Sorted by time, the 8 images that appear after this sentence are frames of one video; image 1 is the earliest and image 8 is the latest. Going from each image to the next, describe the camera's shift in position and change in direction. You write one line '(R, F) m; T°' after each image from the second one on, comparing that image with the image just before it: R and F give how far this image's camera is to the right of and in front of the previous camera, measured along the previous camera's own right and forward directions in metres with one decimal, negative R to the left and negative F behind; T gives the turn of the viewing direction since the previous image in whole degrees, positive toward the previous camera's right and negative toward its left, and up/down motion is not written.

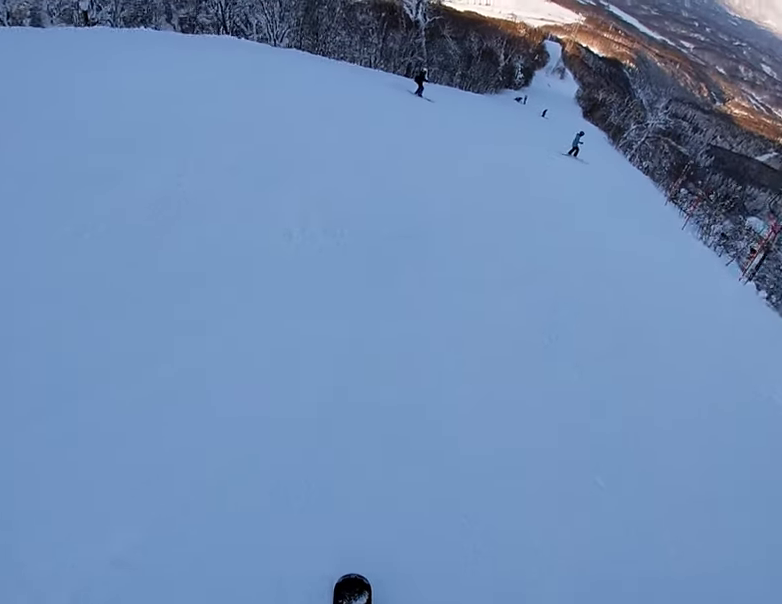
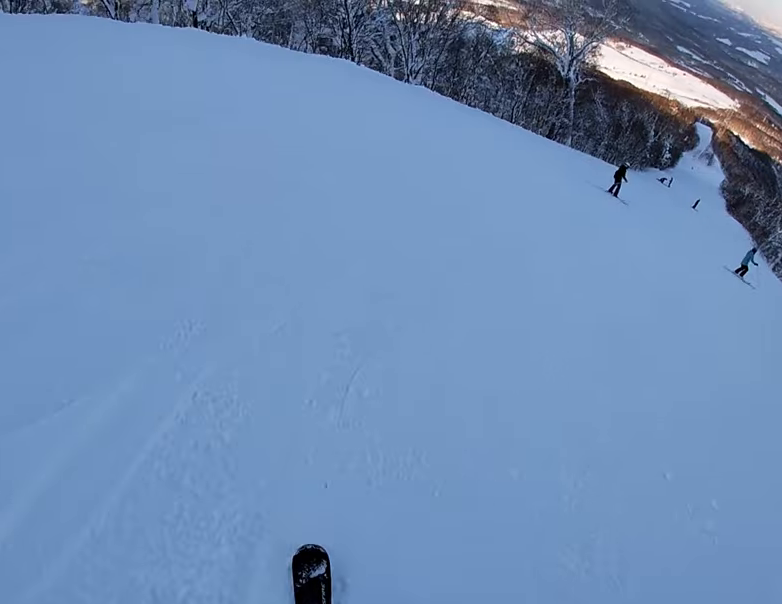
(+0.1, +3.4) m; -13°
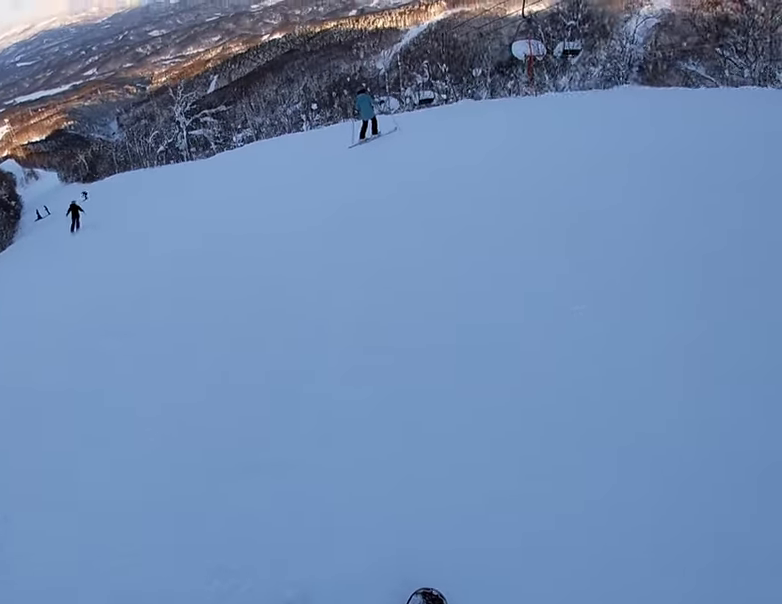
(+2.6, +12.0) m; +51°
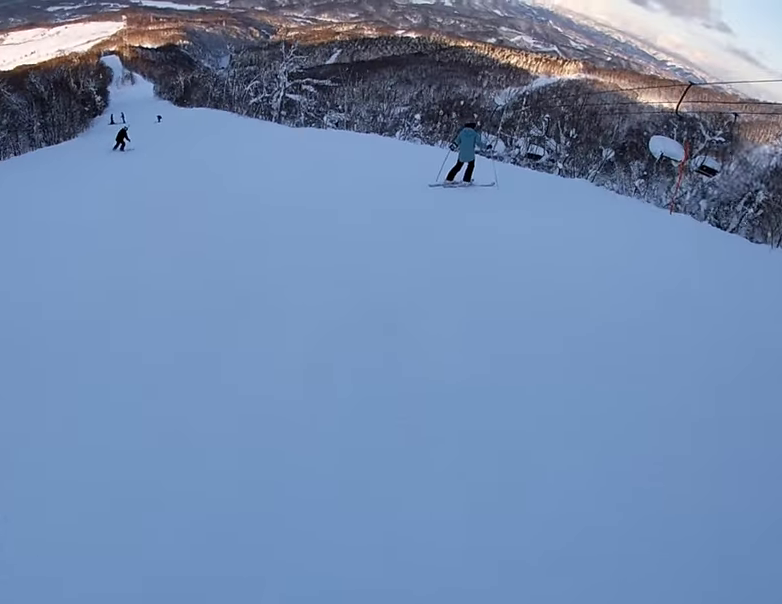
(+0.2, +3.3) m; -7°
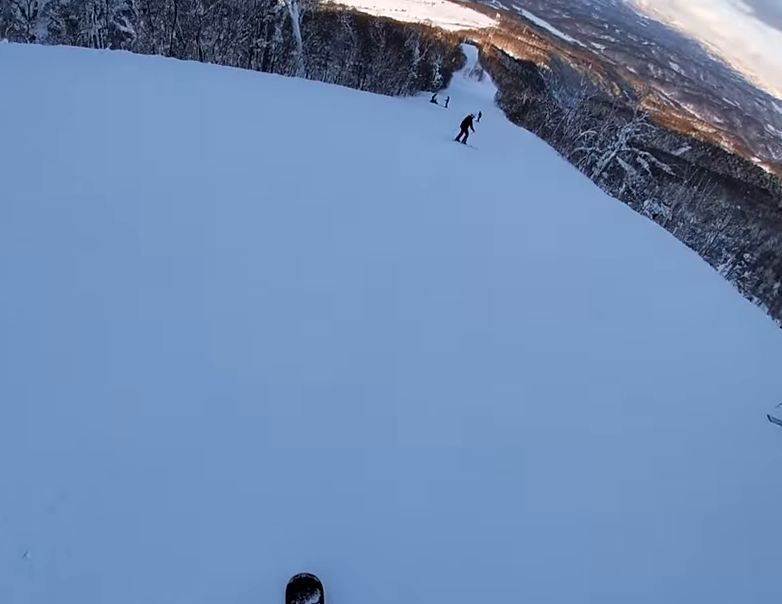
(-0.9, +4.8) m; -25°
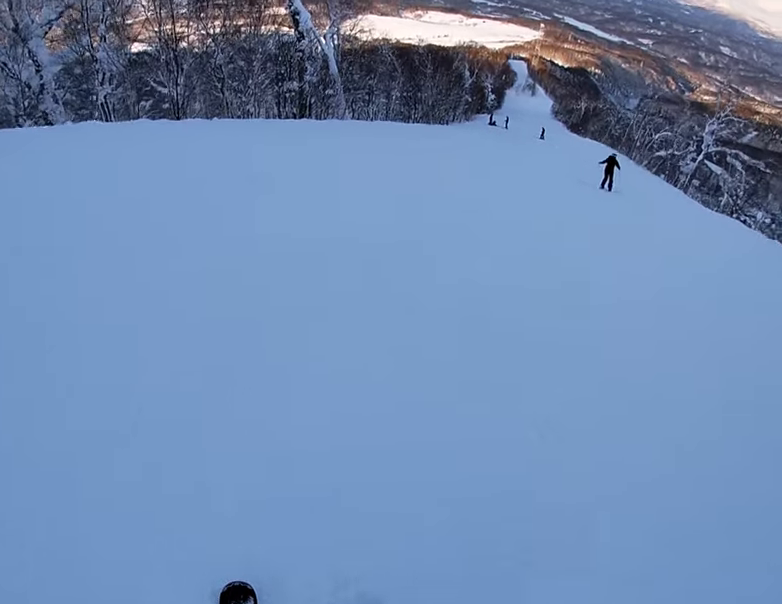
(-1.3, +4.9) m; -11°
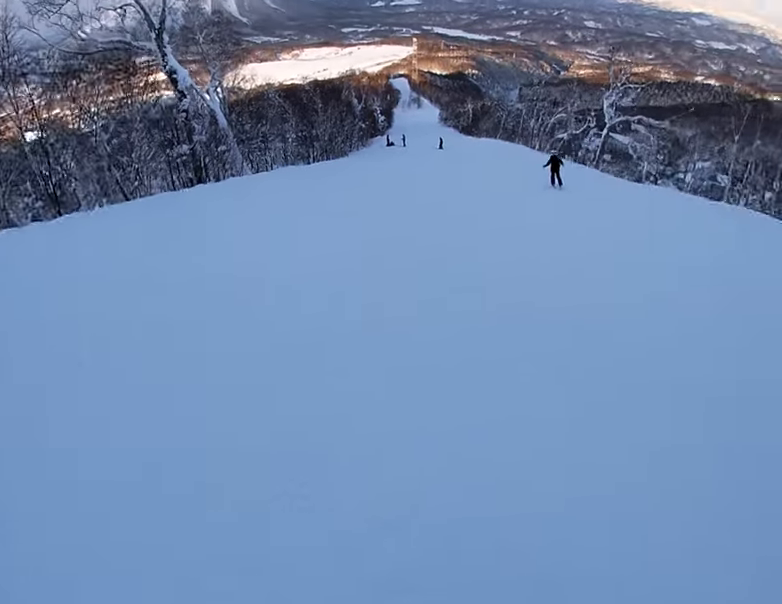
(0.0, +2.7) m; +8°
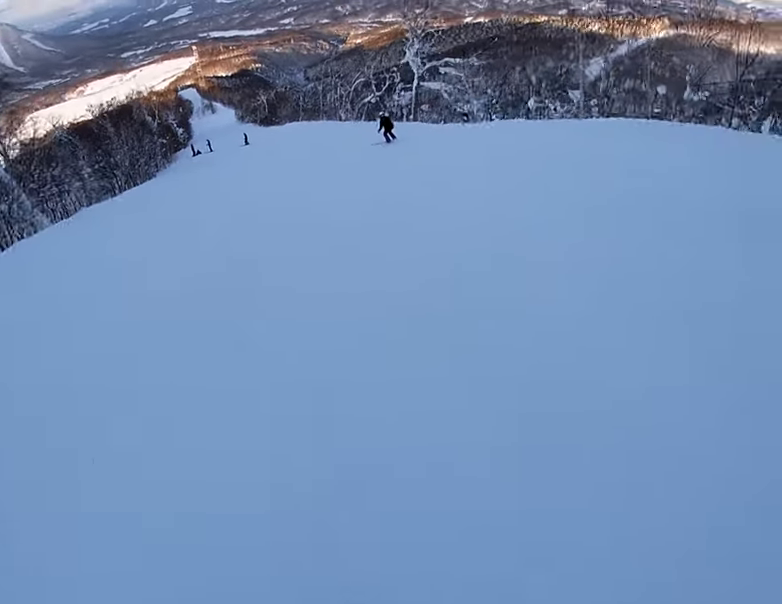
(+0.2, +4.2) m; +13°
